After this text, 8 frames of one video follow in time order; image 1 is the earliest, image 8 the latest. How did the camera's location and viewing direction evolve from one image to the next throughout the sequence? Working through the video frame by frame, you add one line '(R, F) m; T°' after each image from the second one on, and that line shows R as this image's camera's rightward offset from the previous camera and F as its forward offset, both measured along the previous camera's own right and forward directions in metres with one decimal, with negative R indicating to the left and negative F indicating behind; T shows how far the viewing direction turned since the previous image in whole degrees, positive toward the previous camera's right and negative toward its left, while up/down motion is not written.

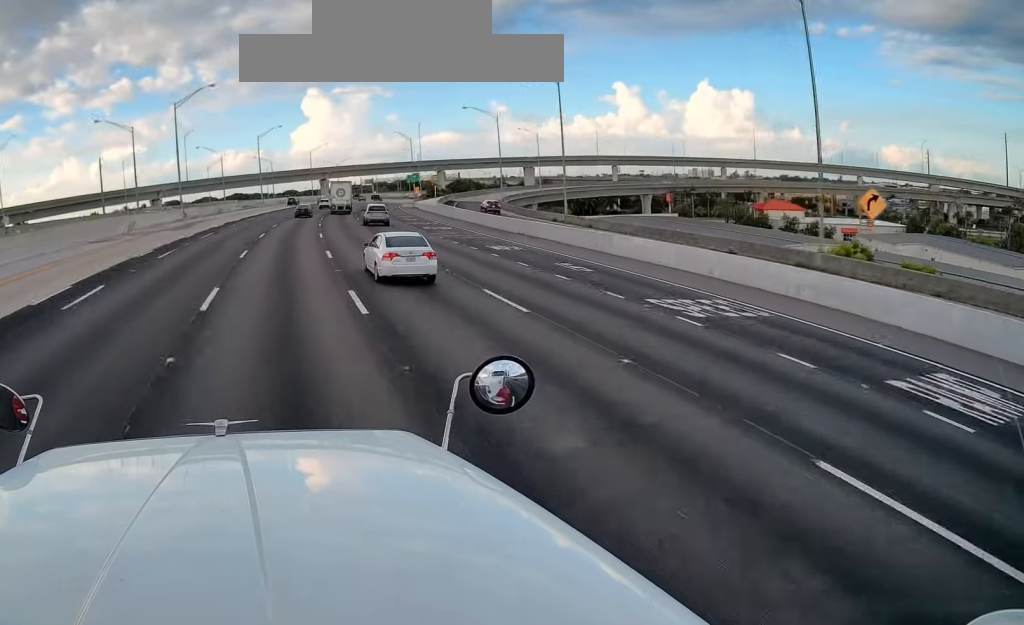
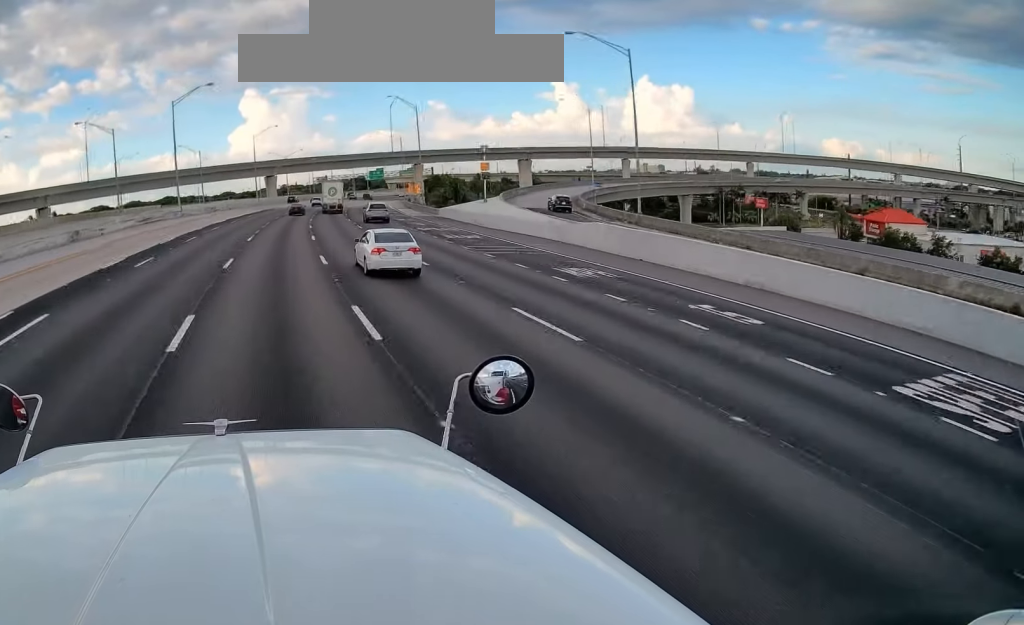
(+1.7, +52.4) m; +5°
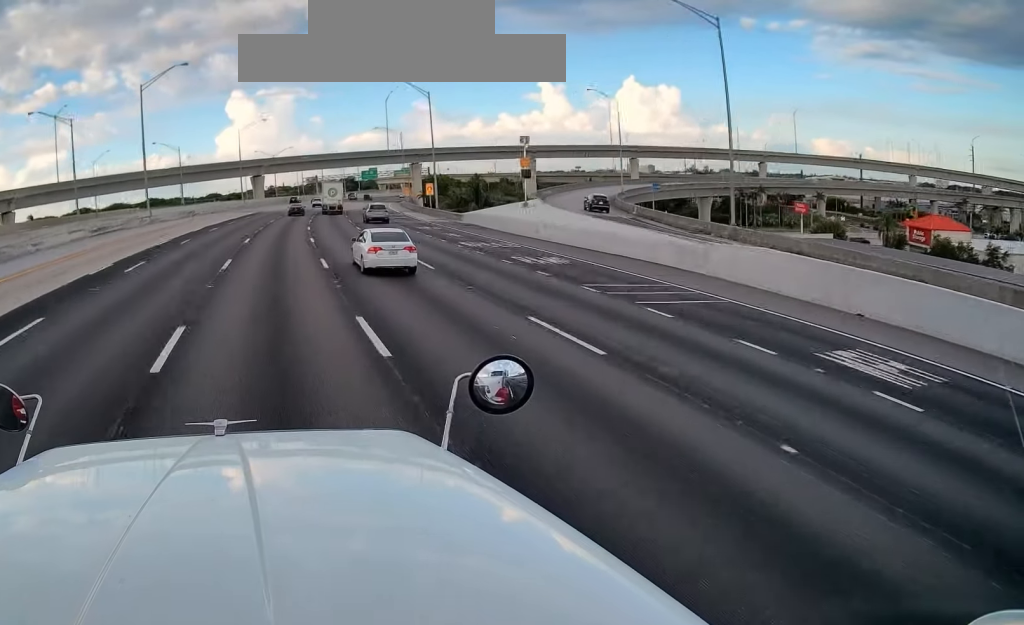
(0.0, +13.6) m; +2°
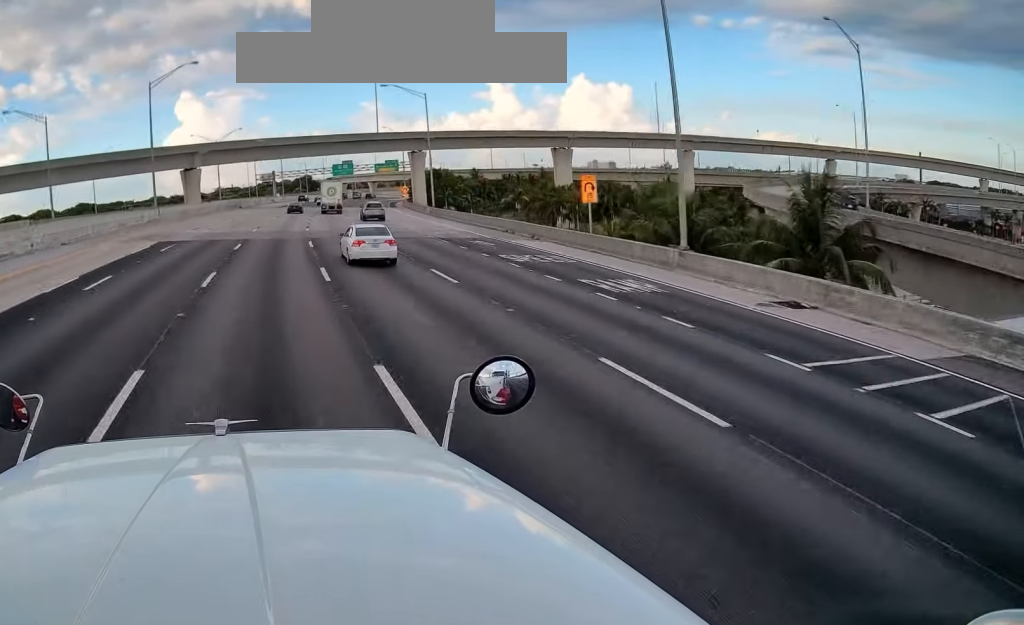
(+3.0, +54.7) m; +6°
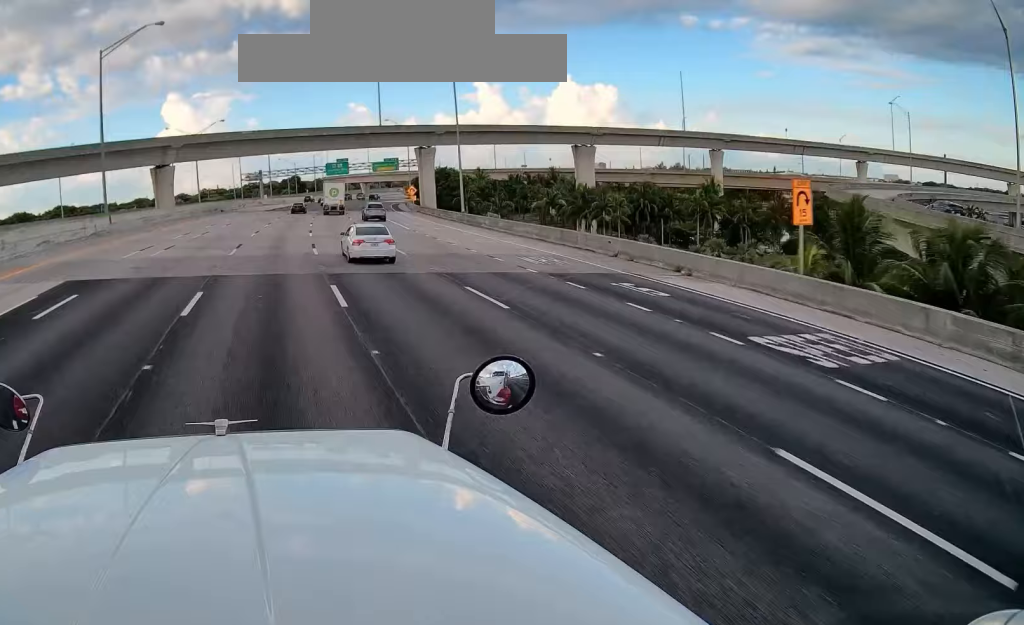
(+0.2, +18.5) m; +2°
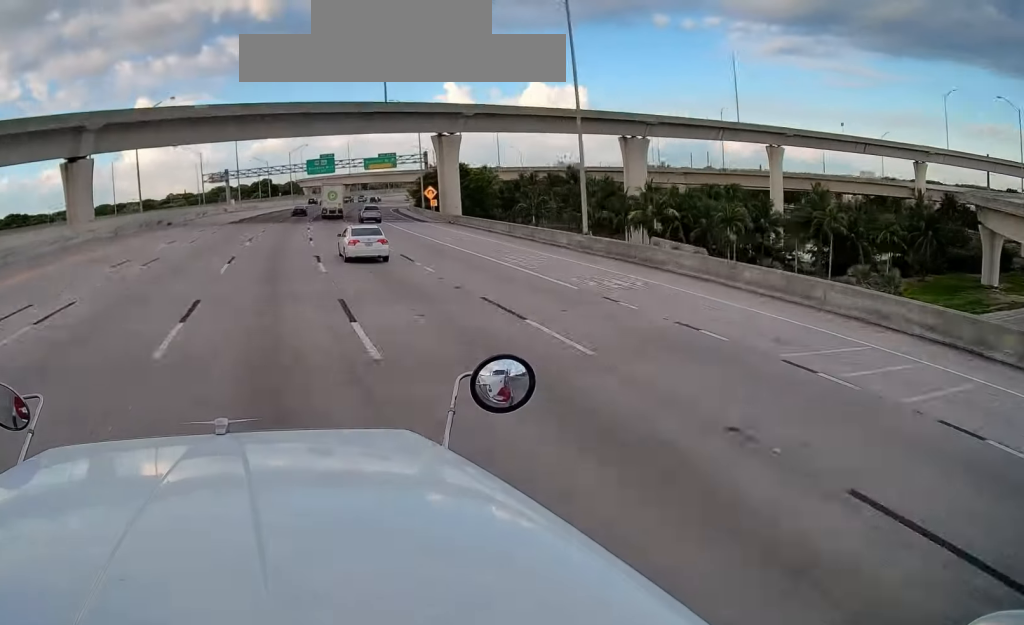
(+0.9, +31.1) m; +3°
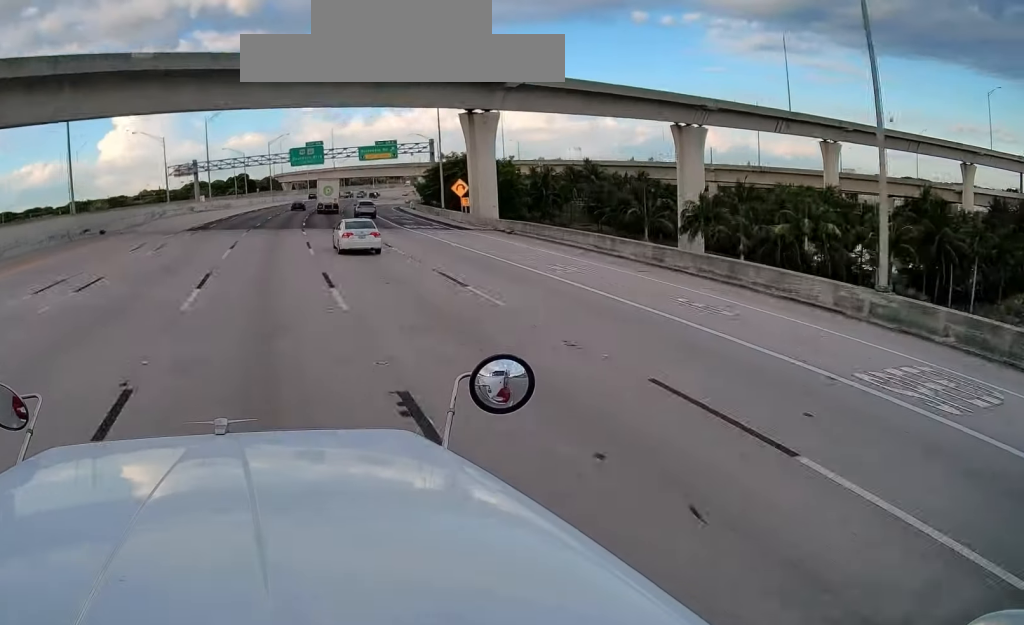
(+0.4, +23.7) m; +1°
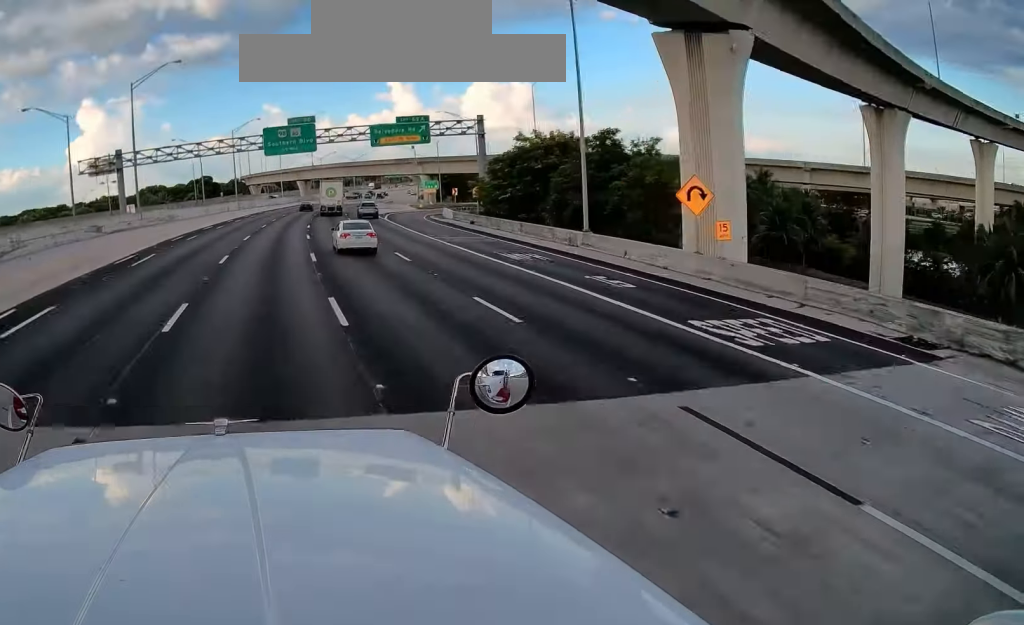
(+0.9, +39.5) m; +3°
